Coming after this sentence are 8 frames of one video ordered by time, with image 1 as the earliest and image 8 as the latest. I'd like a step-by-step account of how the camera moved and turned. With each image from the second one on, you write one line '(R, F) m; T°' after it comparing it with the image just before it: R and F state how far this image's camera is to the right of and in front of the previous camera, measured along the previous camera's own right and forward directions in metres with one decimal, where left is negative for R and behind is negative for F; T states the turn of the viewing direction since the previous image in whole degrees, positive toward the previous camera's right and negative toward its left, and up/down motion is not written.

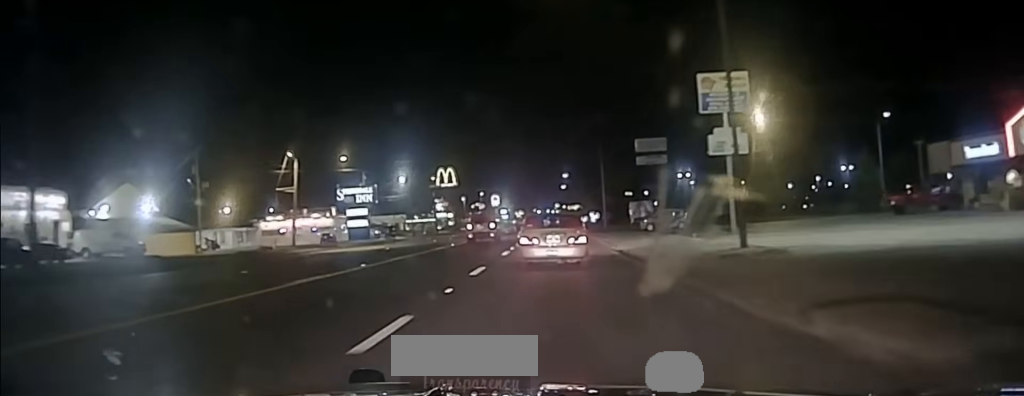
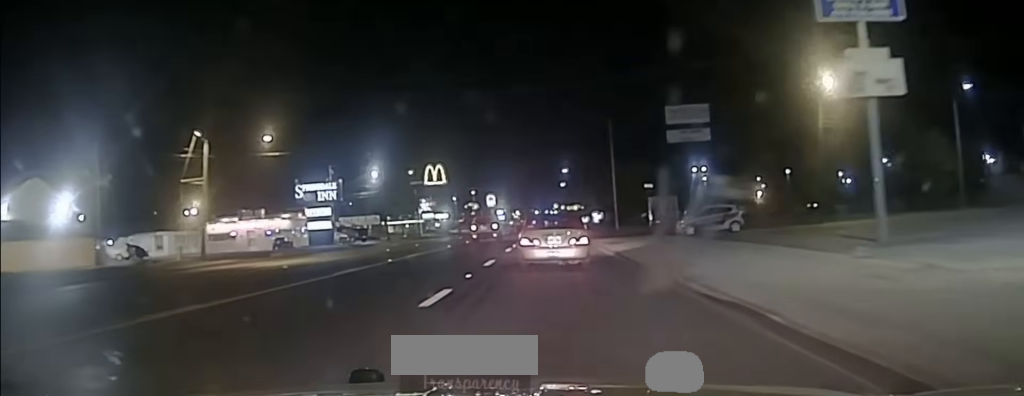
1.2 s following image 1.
(-0.1, +19.0) m; -1°
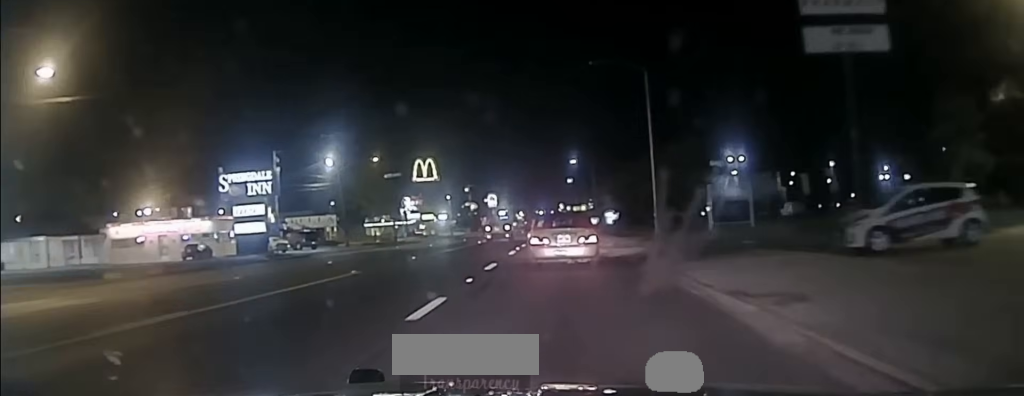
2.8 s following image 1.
(+0.1, +26.4) m; +1°
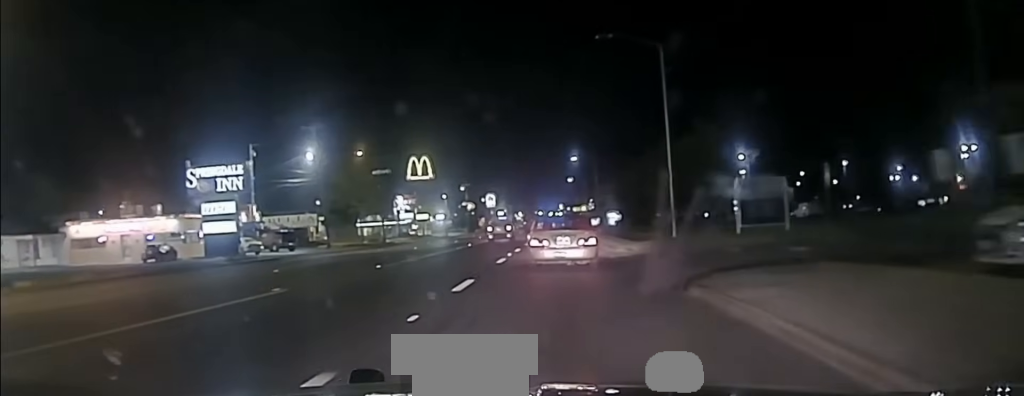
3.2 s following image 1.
(0.0, +7.1) m; 0°
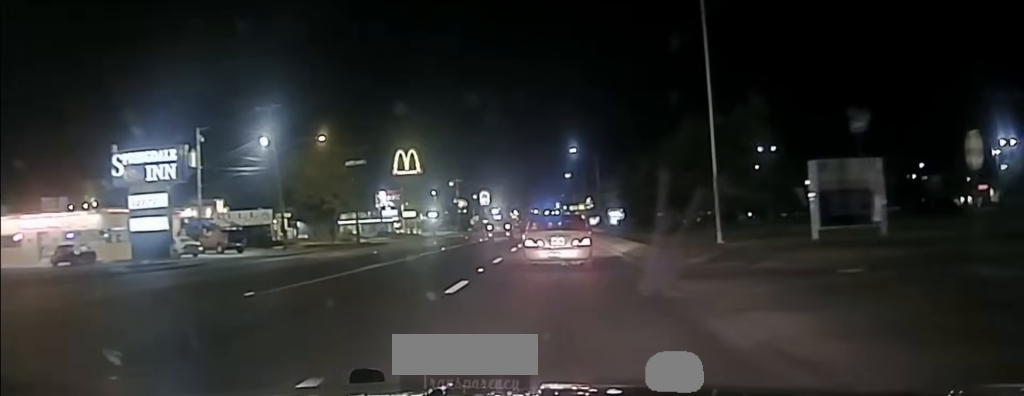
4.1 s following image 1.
(0.0, +12.6) m; -1°
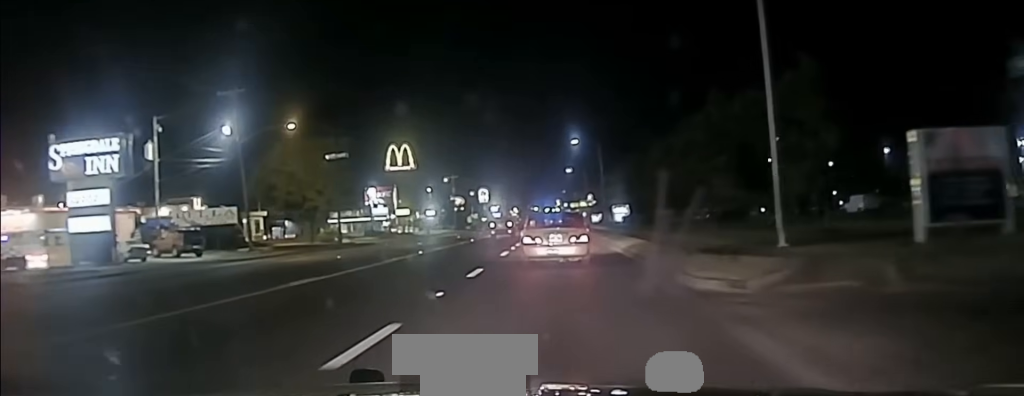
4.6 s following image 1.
(-0.1, +8.4) m; 0°
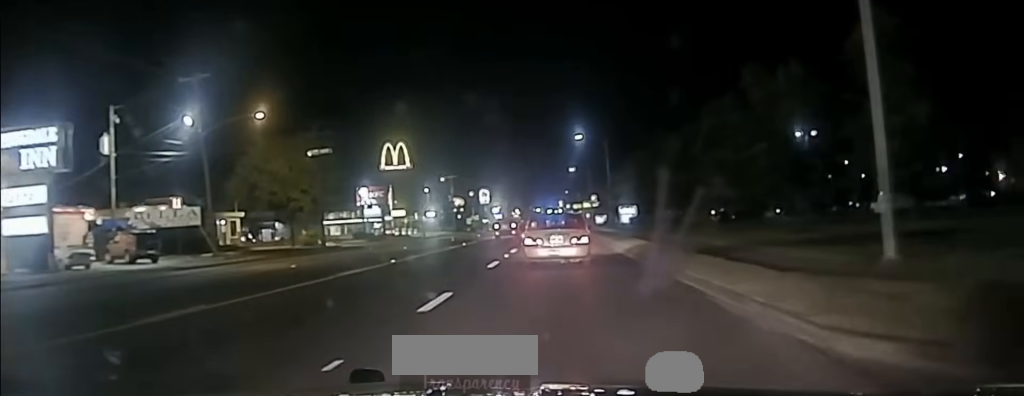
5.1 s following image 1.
(0.0, +7.3) m; 0°
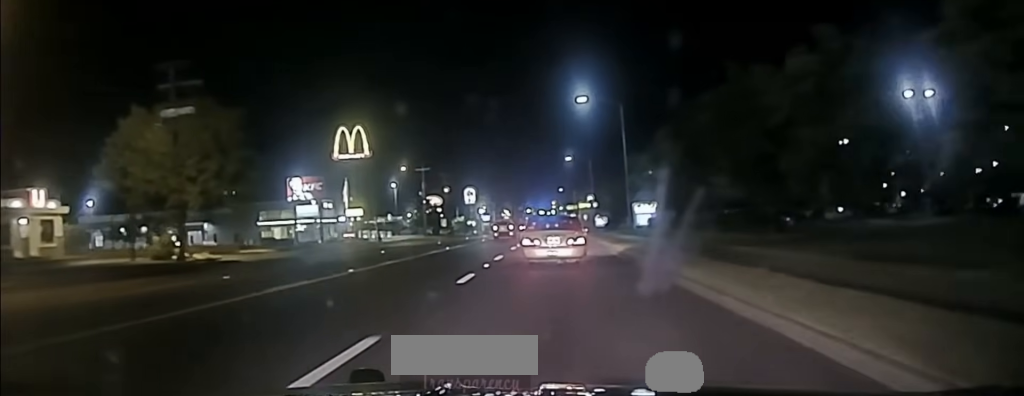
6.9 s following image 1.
(+0.3, +29.7) m; +1°
